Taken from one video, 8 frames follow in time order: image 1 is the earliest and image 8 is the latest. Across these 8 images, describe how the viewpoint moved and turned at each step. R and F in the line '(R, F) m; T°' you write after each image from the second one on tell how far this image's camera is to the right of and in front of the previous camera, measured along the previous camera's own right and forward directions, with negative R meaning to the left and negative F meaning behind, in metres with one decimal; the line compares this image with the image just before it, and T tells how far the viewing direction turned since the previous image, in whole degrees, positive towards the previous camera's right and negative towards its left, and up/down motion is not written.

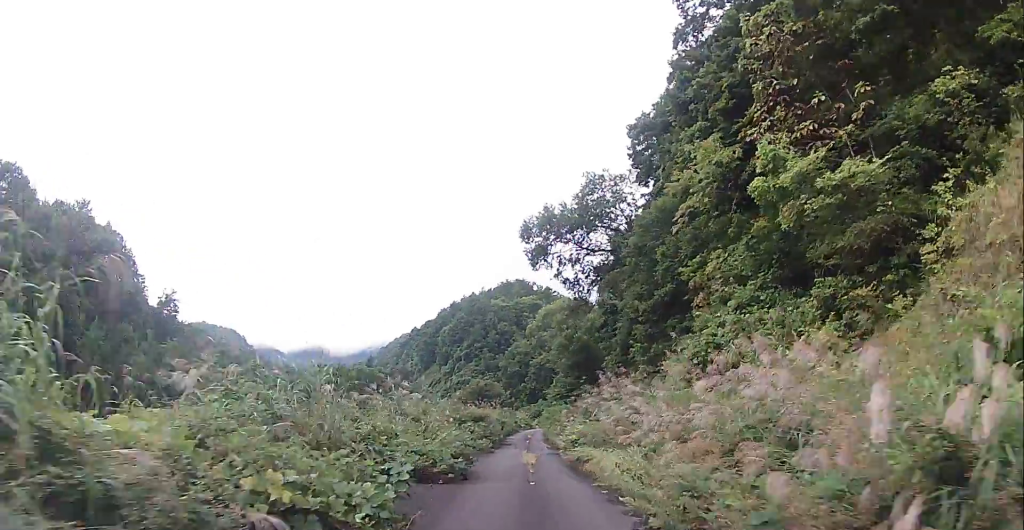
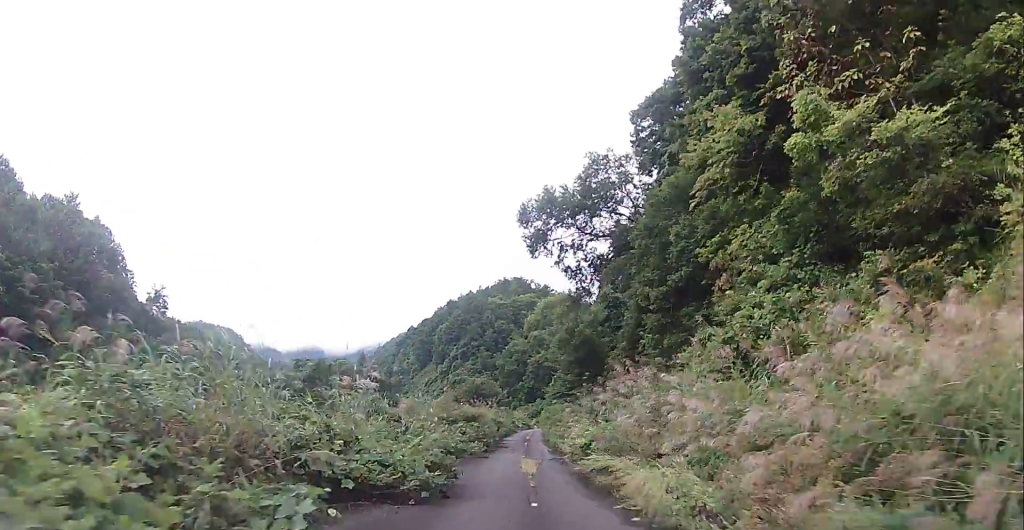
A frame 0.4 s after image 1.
(+0.1, +3.2) m; +1°
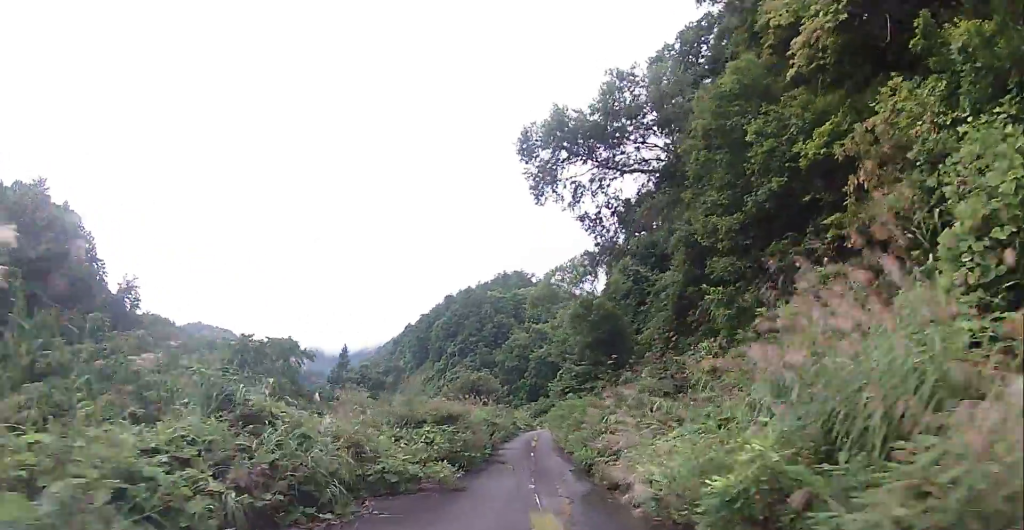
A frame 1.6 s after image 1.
(+0.1, +9.7) m; 0°
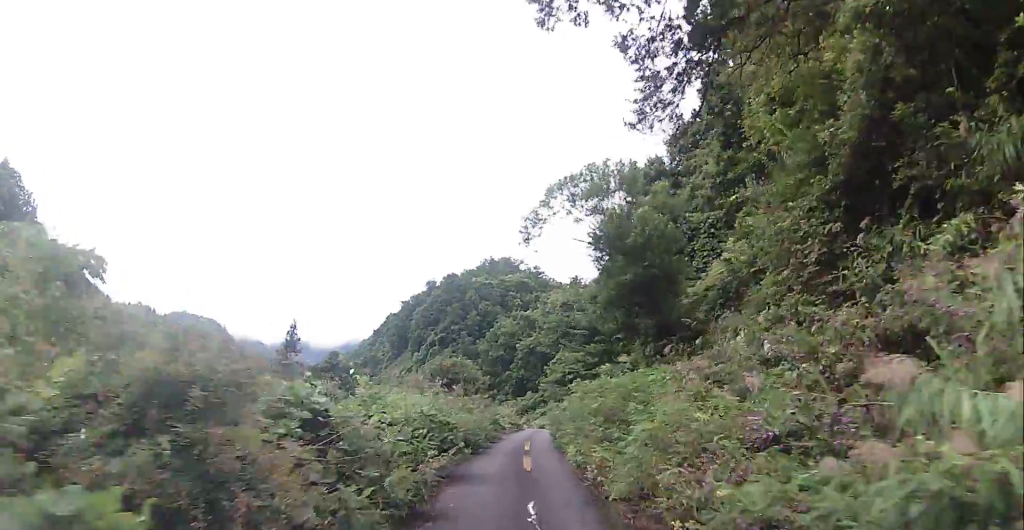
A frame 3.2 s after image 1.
(0.0, +14.6) m; +2°
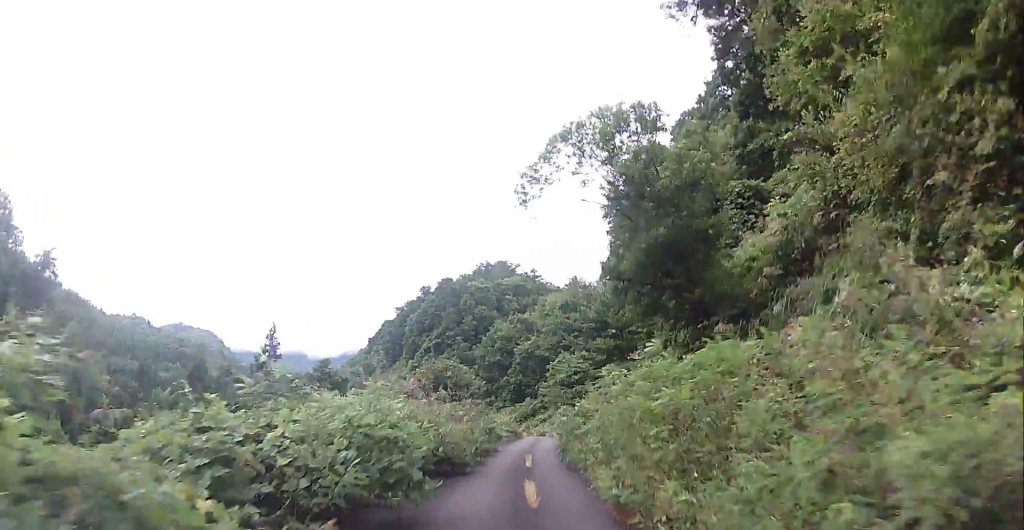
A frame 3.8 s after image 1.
(+0.1, +5.2) m; +1°
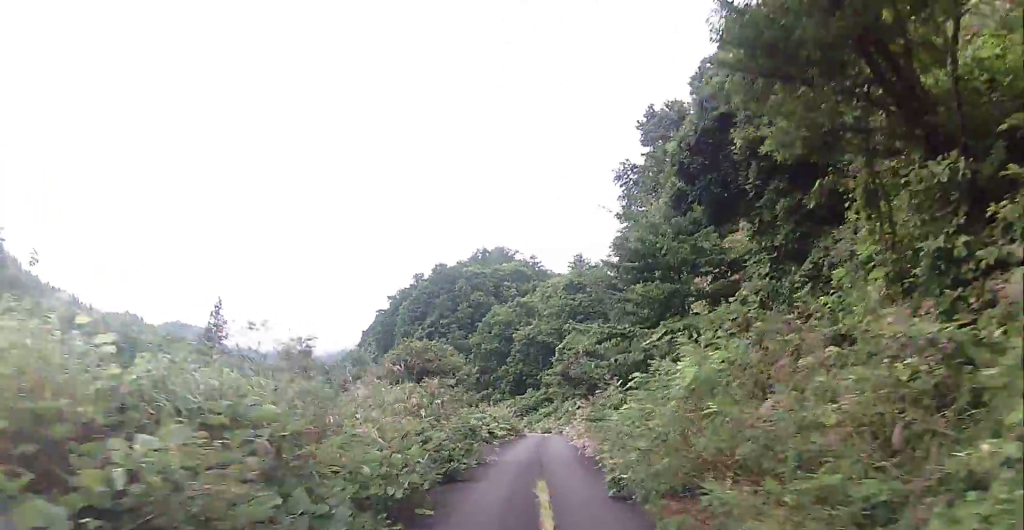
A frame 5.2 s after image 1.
(+0.3, +11.7) m; 0°
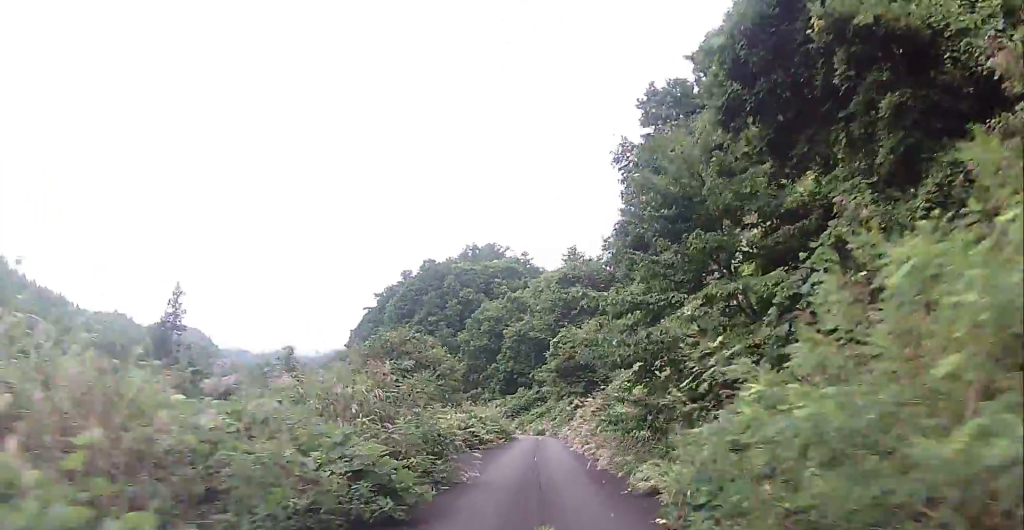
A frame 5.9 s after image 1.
(-0.1, +5.2) m; -1°
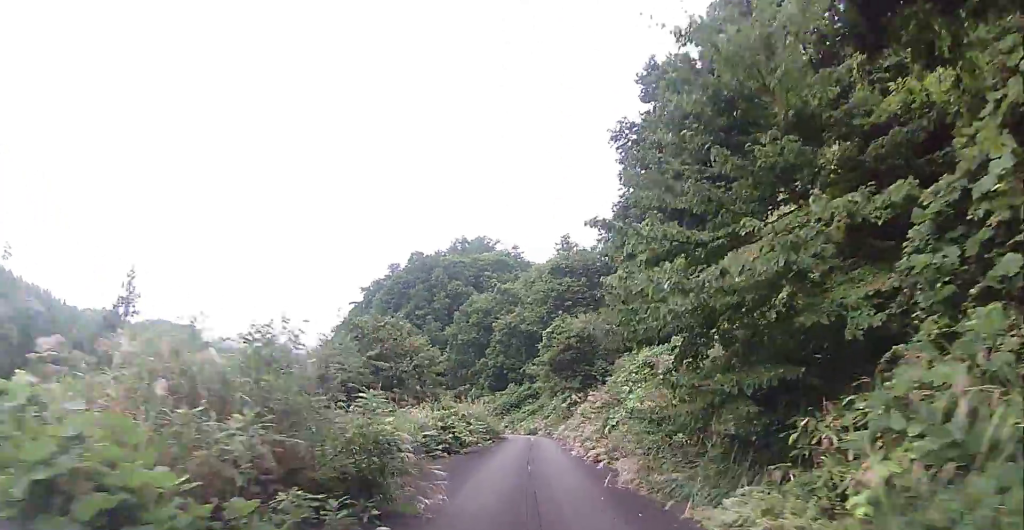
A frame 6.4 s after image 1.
(-0.1, +4.7) m; -1°
